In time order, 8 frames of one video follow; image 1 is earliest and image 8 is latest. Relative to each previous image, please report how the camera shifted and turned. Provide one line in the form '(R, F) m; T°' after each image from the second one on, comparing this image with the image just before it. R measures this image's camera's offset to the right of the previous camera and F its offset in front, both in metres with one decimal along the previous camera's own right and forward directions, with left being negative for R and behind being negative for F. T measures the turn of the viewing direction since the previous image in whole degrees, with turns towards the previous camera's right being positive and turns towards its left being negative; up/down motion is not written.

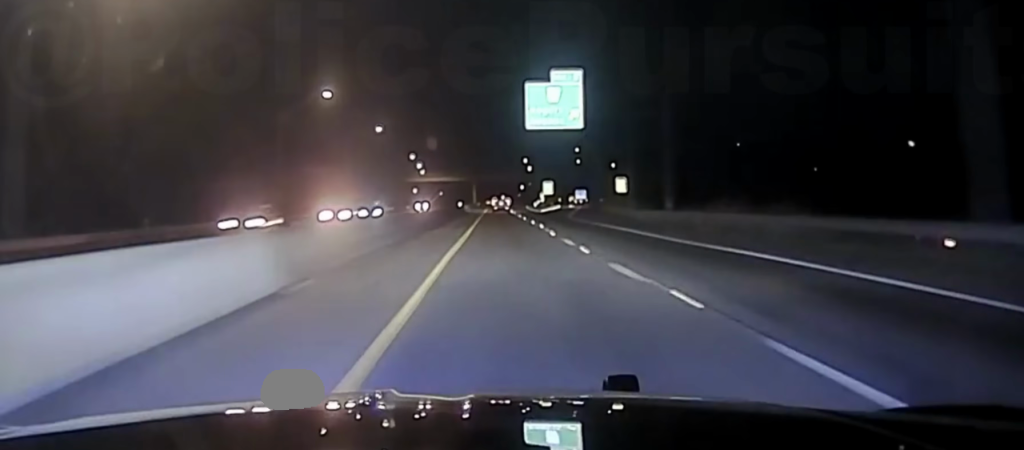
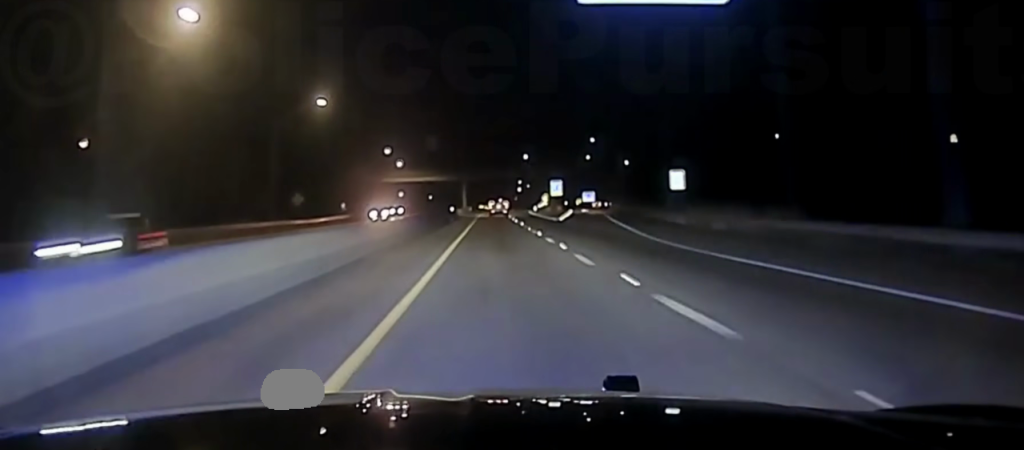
(+0.3, +44.8) m; 0°
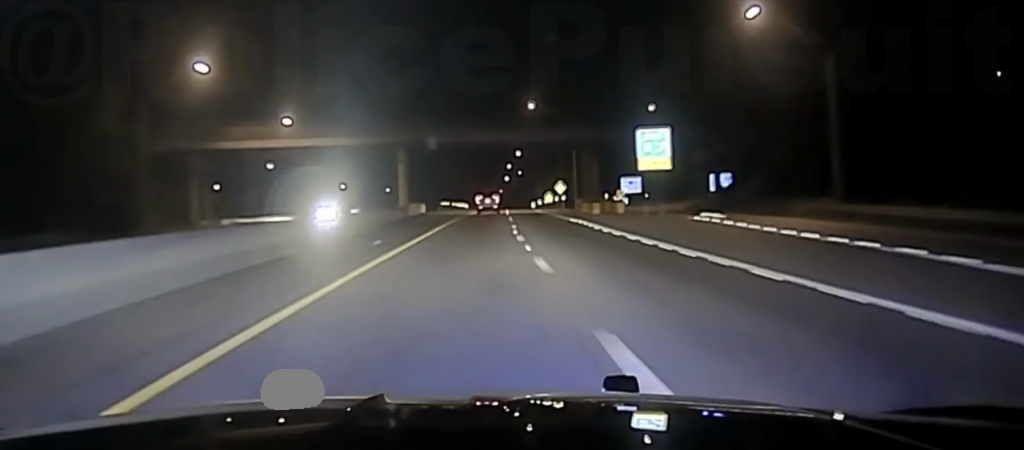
(+1.4, +116.9) m; +1°
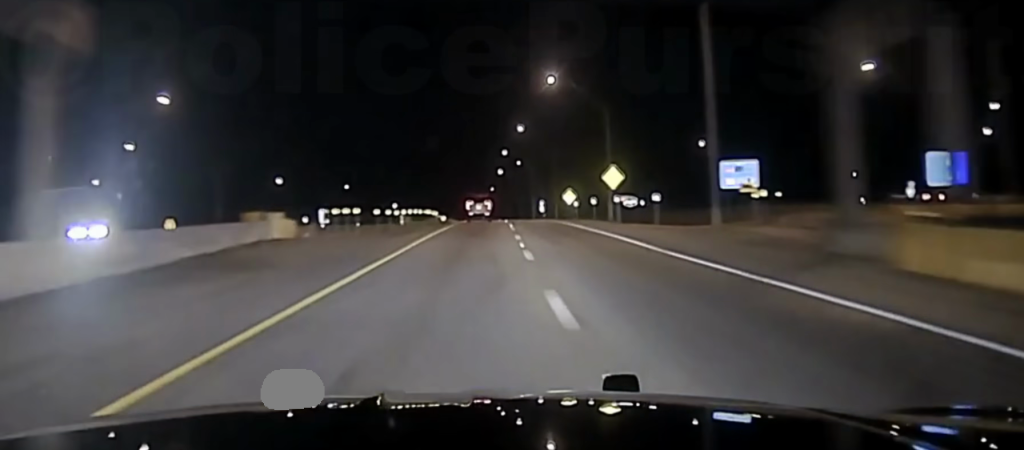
(+0.2, +78.0) m; 0°
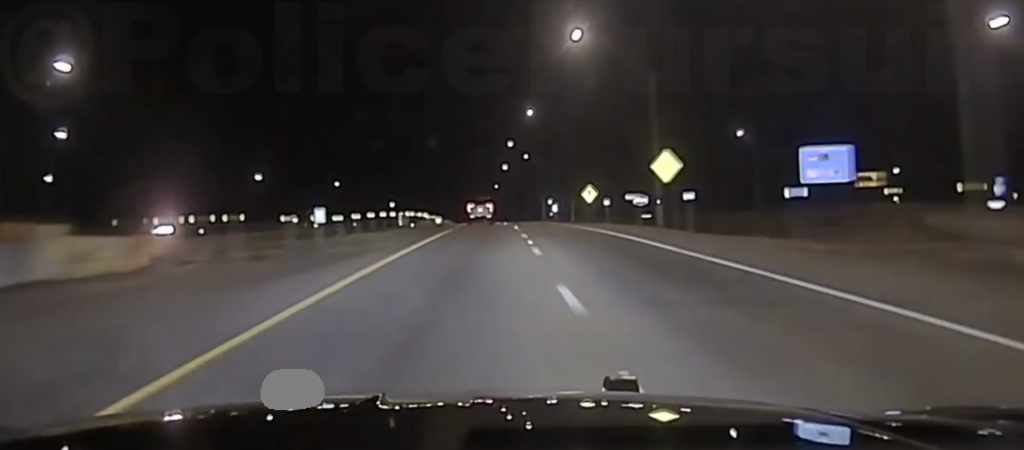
(+0.2, +23.5) m; 0°
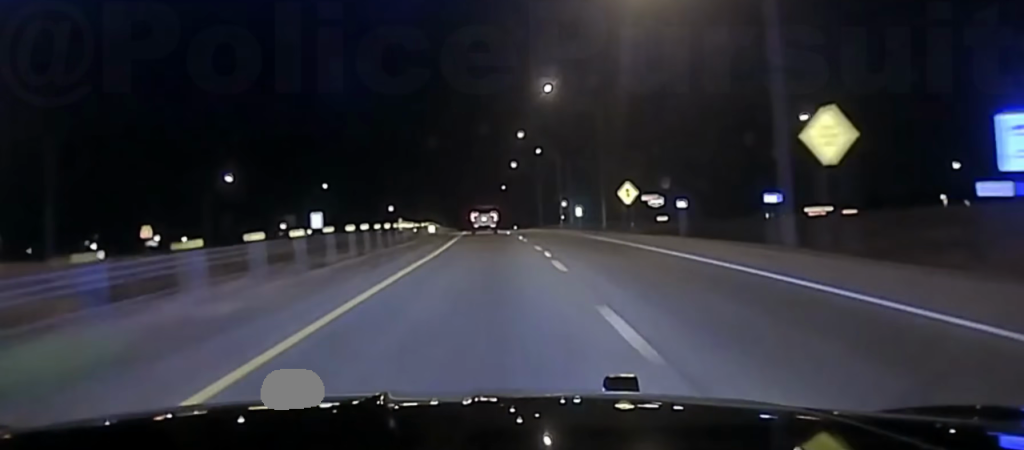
(0.0, +27.2) m; 0°
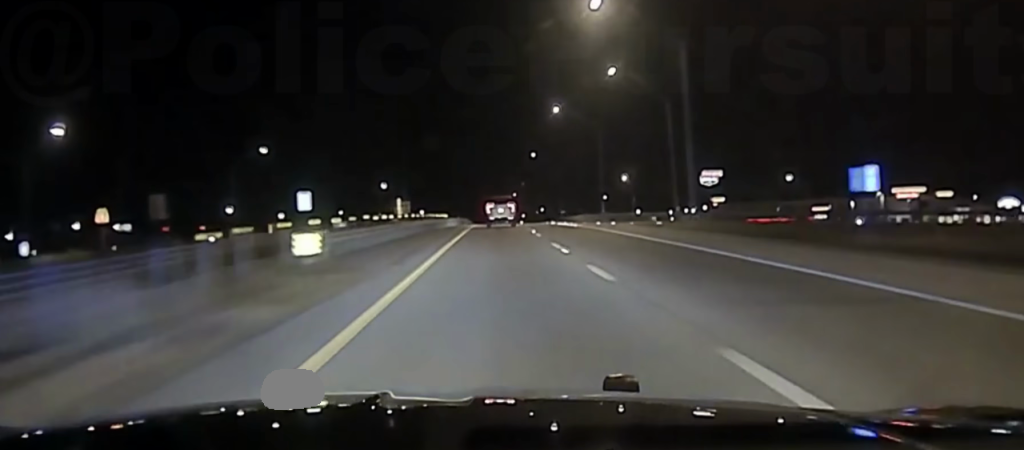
(-1.0, +77.3) m; -1°
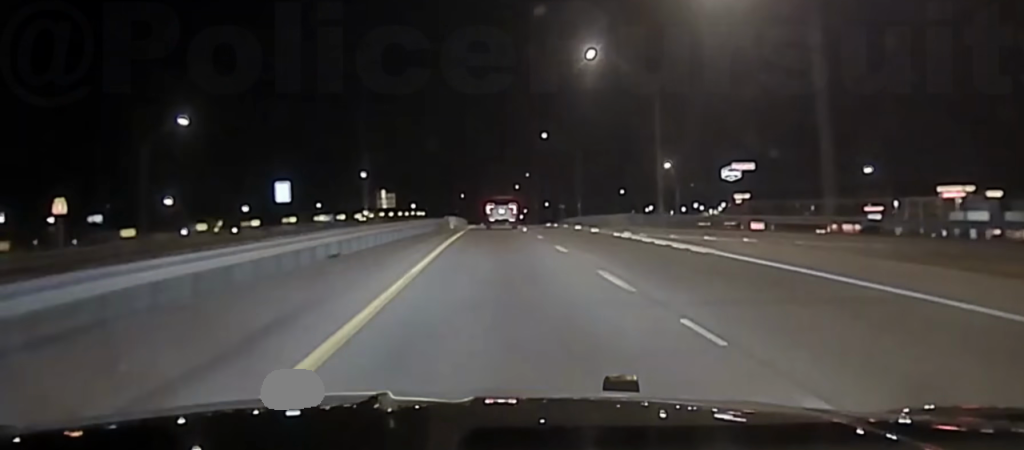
(0.0, +38.9) m; 0°
